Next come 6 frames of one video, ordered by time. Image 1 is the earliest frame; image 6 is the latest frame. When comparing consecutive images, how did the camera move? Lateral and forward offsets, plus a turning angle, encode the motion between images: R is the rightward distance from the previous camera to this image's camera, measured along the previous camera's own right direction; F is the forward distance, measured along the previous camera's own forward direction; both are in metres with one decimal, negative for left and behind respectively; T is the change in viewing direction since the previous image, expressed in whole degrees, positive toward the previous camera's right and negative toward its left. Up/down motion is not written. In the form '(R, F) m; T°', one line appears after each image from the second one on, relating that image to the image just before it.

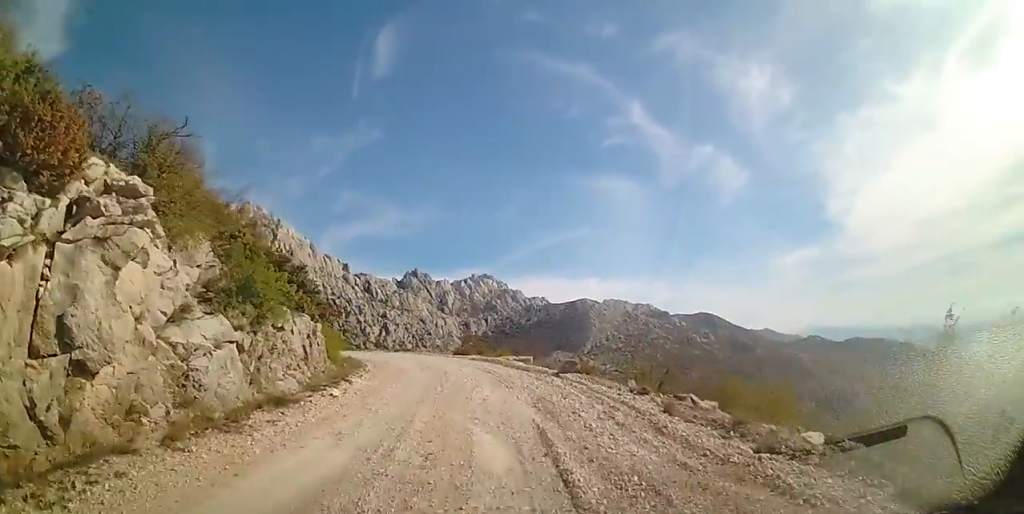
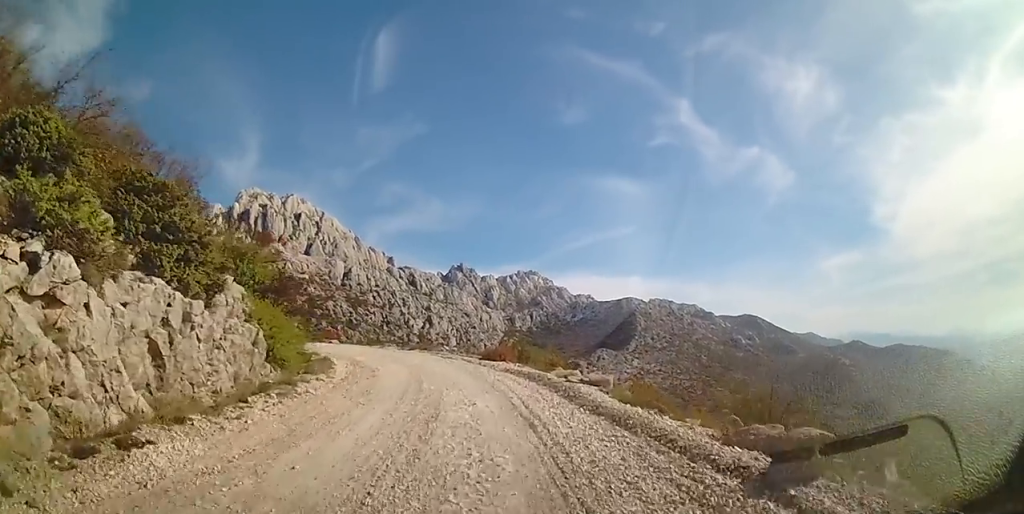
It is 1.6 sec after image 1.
(-0.1, +9.8) m; -5°
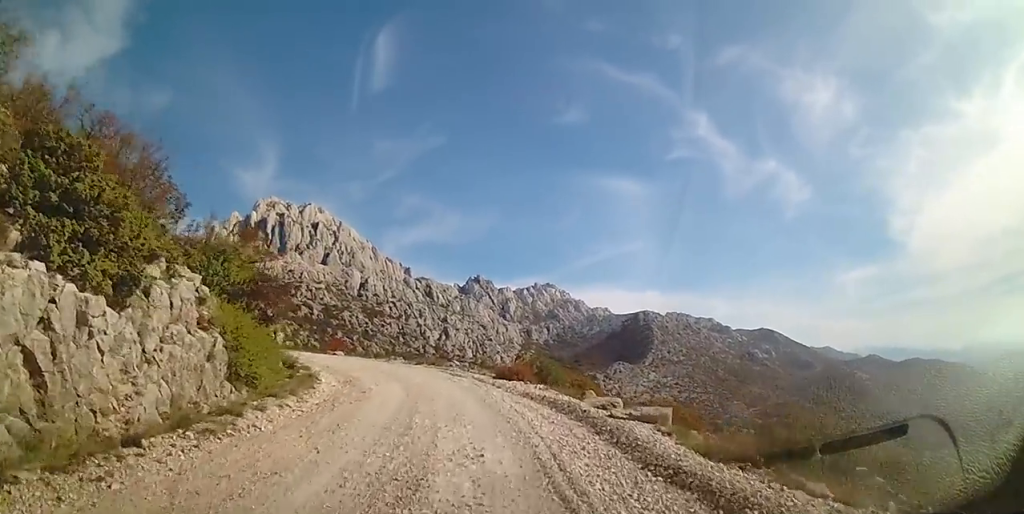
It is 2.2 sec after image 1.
(-0.2, +3.1) m; 0°
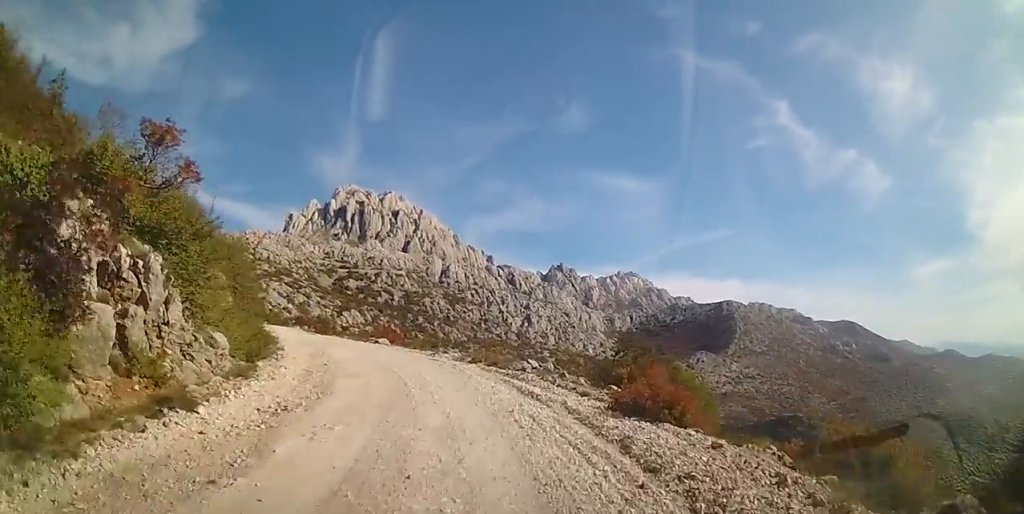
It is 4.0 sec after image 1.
(-0.3, +10.3) m; -10°
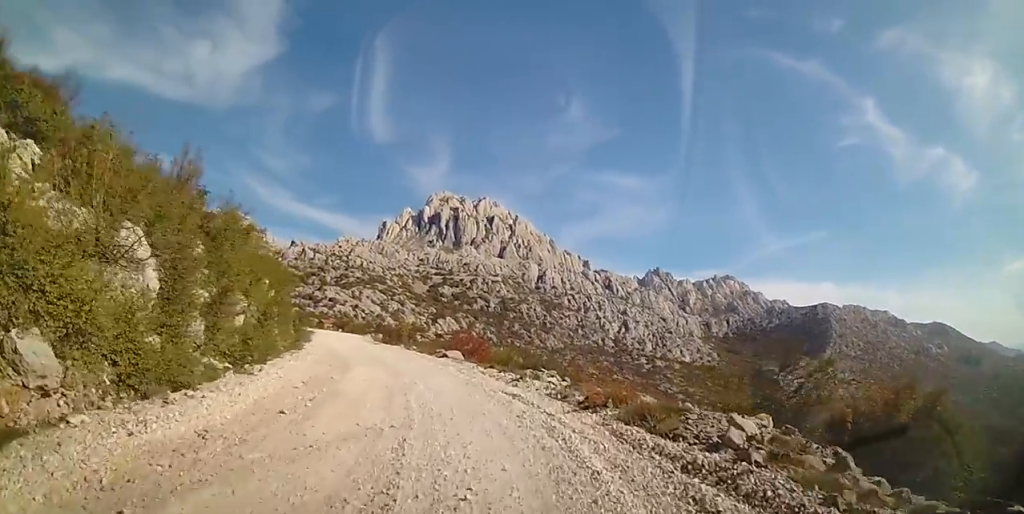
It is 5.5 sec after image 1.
(-1.0, +8.9) m; -10°
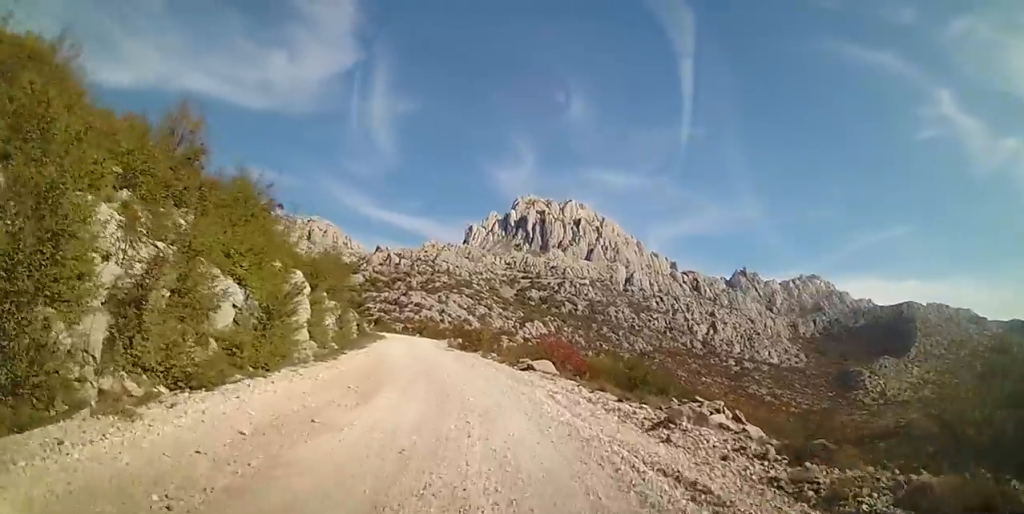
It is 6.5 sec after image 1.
(-0.5, +6.3) m; -5°
